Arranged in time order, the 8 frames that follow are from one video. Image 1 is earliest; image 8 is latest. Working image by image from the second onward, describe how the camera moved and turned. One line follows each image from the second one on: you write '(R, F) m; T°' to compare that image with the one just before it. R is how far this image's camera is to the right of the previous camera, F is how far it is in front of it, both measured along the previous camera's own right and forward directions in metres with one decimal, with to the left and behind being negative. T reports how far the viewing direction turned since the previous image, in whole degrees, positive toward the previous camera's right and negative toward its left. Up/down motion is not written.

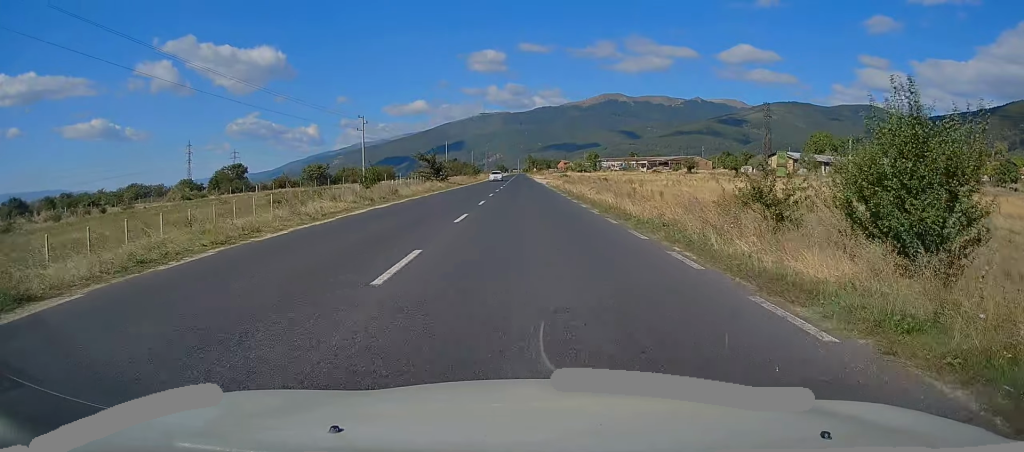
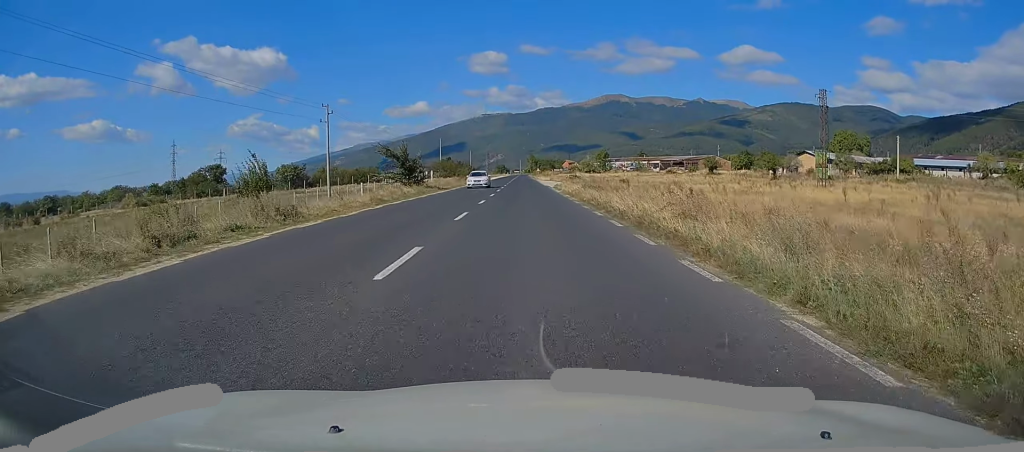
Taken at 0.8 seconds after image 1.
(-0.3, +17.1) m; 0°
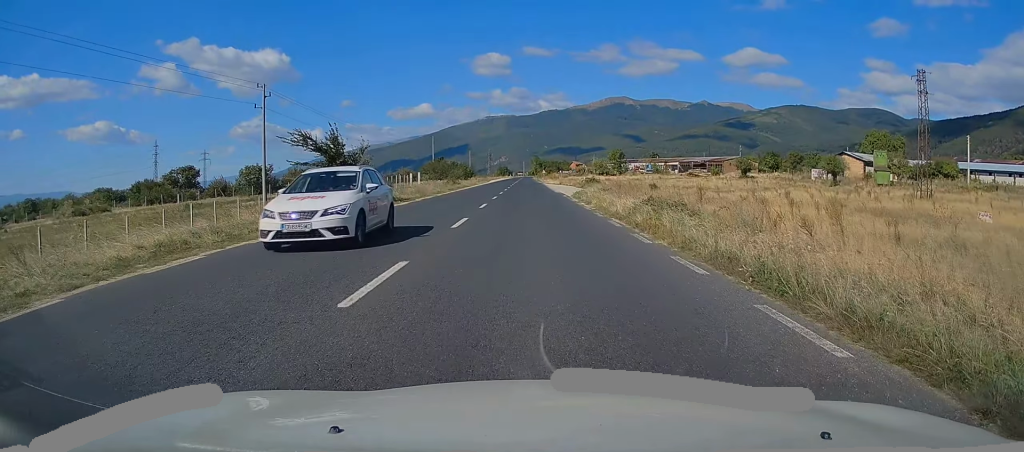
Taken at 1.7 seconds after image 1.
(+0.5, +19.2) m; 0°
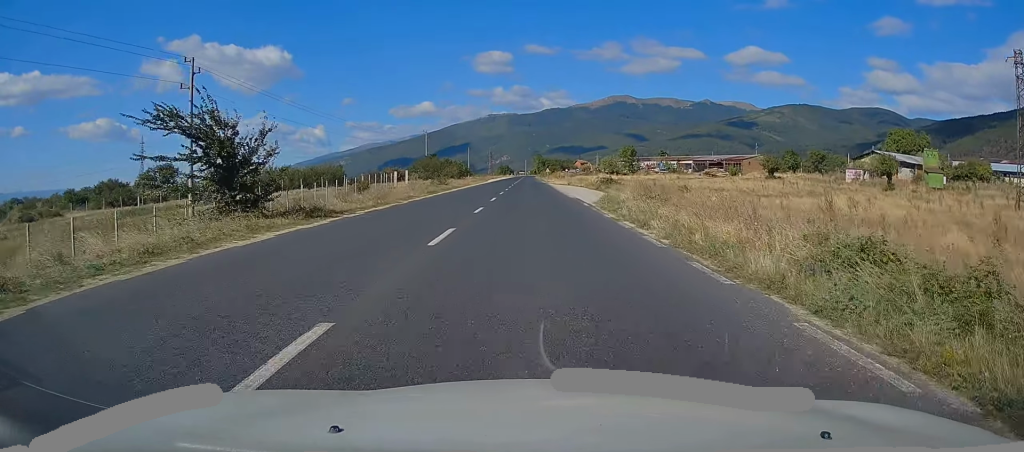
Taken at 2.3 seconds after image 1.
(-0.3, +12.8) m; -1°
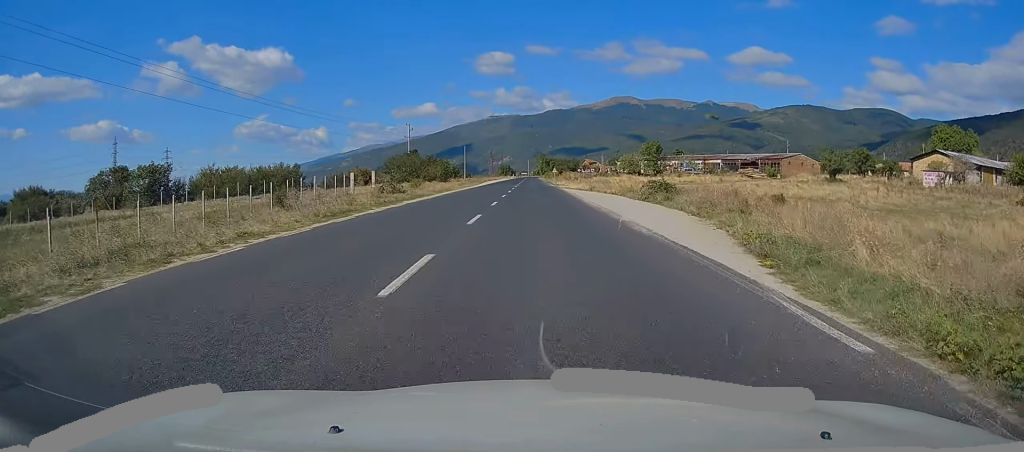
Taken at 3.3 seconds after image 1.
(-0.2, +22.1) m; 0°
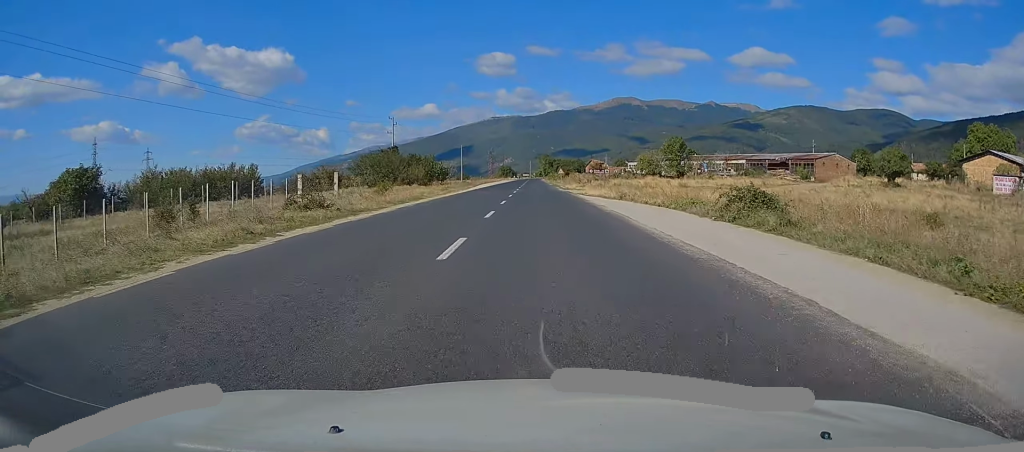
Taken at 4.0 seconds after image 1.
(0.0, +15.0) m; 0°
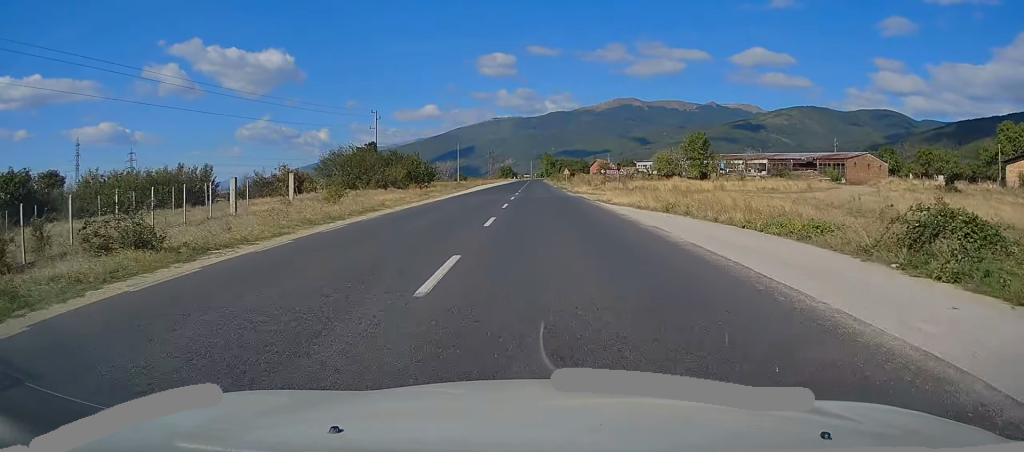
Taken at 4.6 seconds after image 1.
(-0.1, +11.4) m; +1°
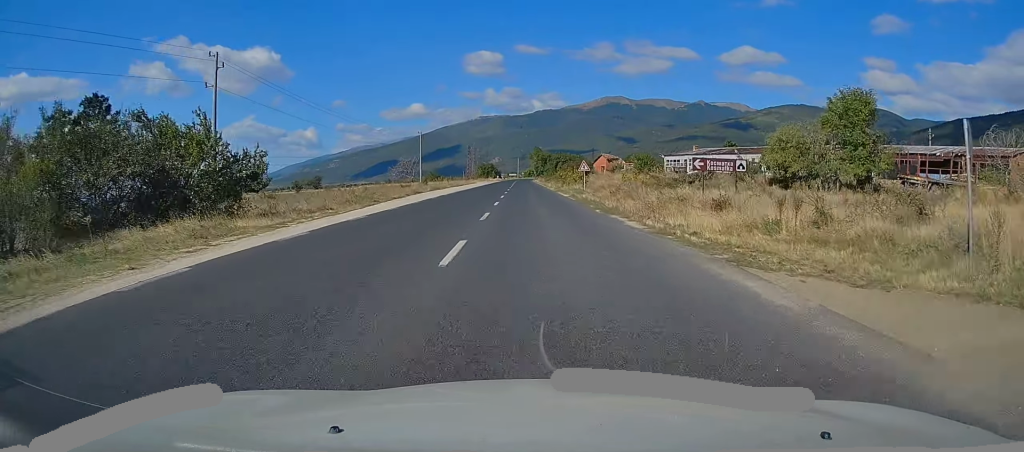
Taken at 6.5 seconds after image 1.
(+0.2, +42.1) m; 0°
